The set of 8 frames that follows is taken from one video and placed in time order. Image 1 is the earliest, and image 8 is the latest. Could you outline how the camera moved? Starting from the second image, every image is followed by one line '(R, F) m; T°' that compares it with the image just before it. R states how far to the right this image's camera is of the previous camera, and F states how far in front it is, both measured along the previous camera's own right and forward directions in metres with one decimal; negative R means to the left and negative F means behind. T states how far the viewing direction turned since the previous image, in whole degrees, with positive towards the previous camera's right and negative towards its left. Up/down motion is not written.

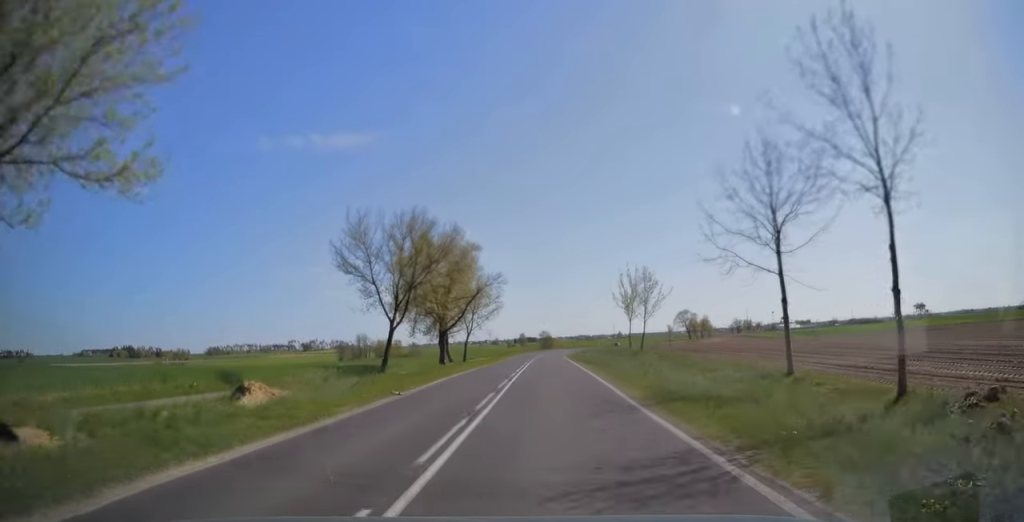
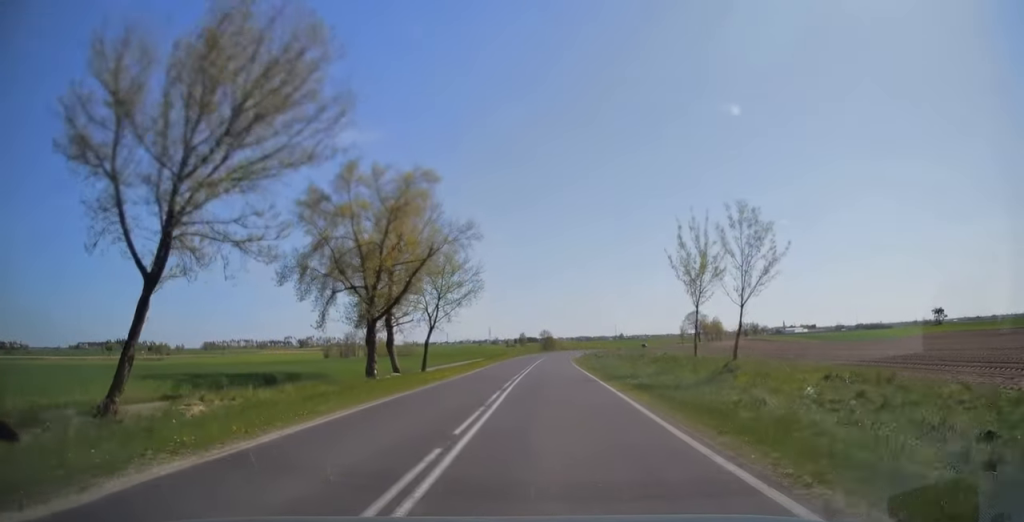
(0.0, +20.7) m; 0°
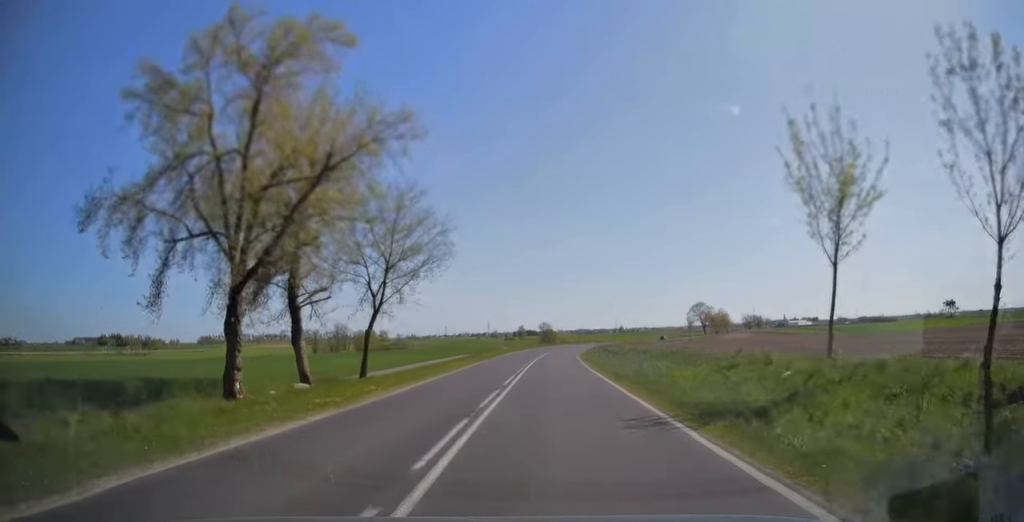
(0.0, +13.5) m; 0°
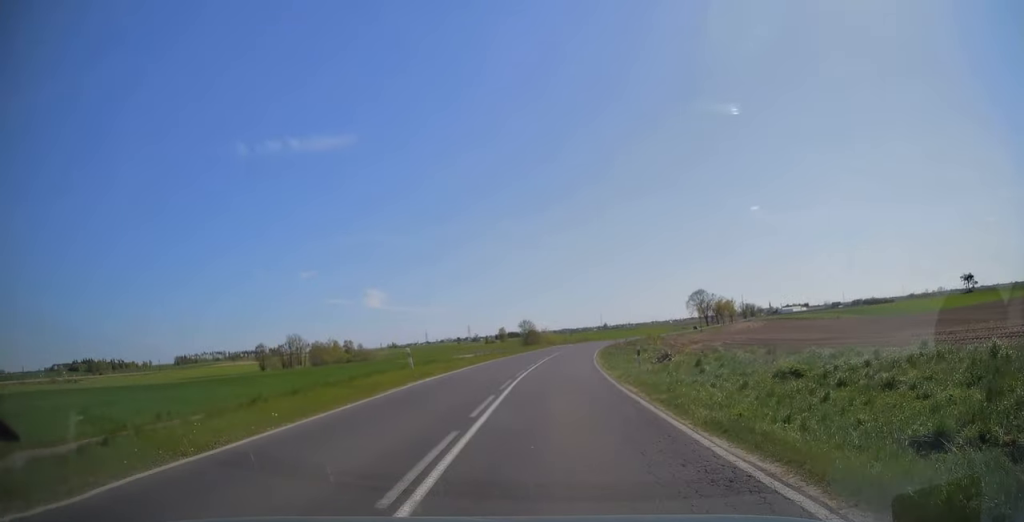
(+0.4, +37.0) m; +2°
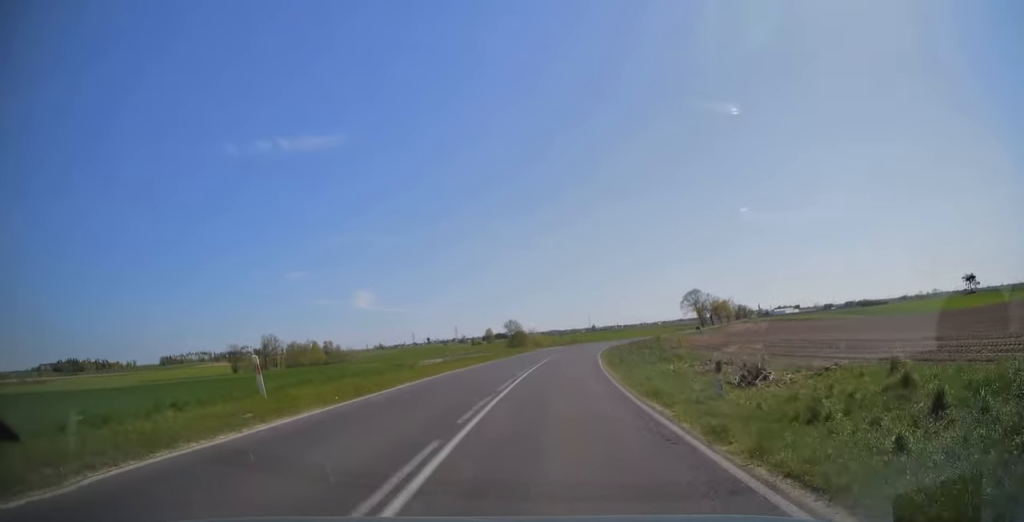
(+0.2, +12.7) m; +1°
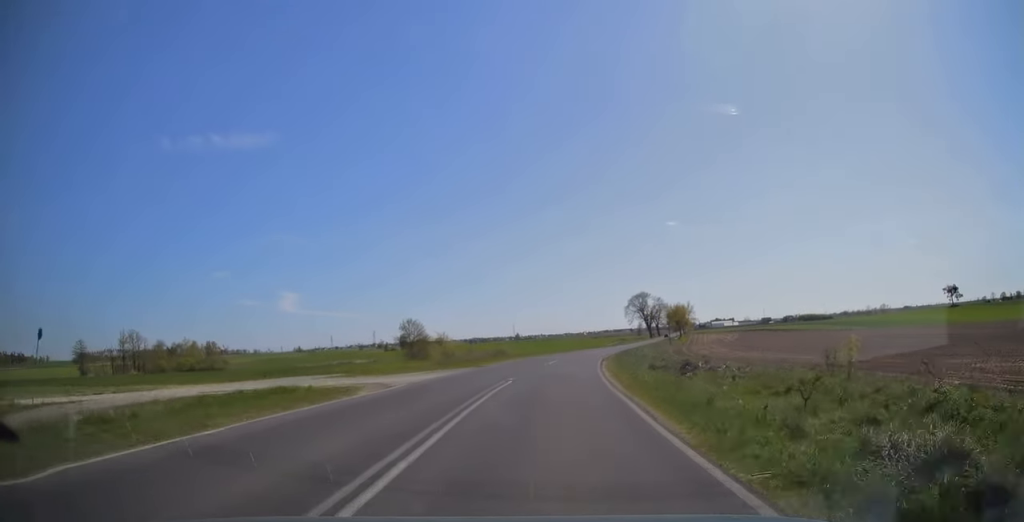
(+2.6, +46.9) m; +7°
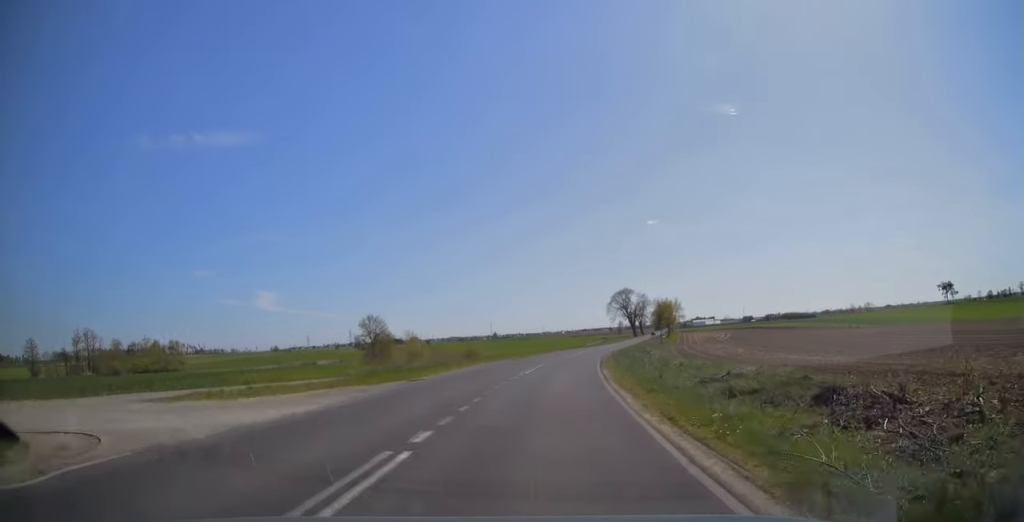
(+0.2, +13.5) m; +2°
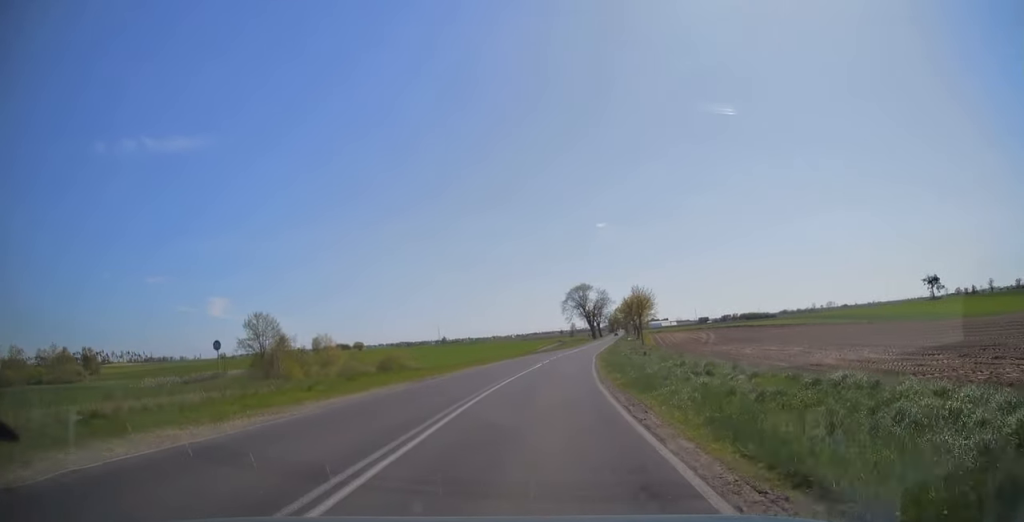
(+1.2, +27.9) m; +5°
